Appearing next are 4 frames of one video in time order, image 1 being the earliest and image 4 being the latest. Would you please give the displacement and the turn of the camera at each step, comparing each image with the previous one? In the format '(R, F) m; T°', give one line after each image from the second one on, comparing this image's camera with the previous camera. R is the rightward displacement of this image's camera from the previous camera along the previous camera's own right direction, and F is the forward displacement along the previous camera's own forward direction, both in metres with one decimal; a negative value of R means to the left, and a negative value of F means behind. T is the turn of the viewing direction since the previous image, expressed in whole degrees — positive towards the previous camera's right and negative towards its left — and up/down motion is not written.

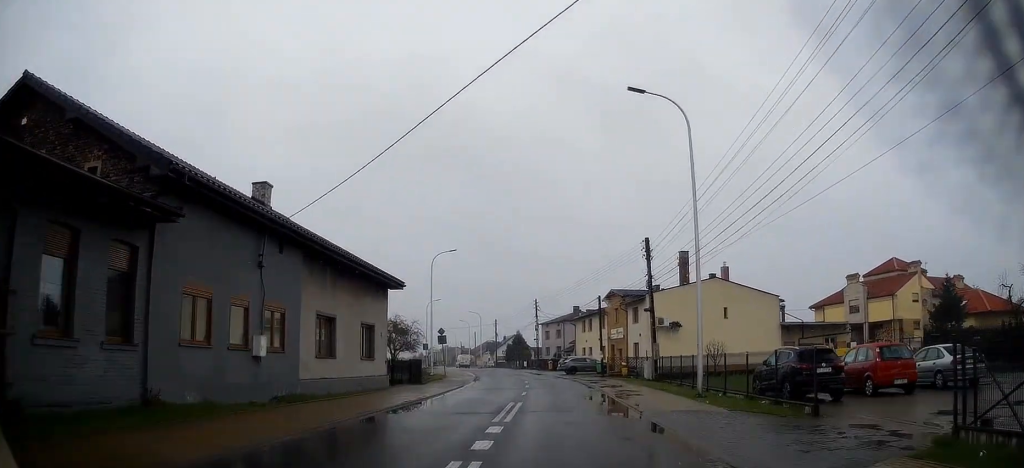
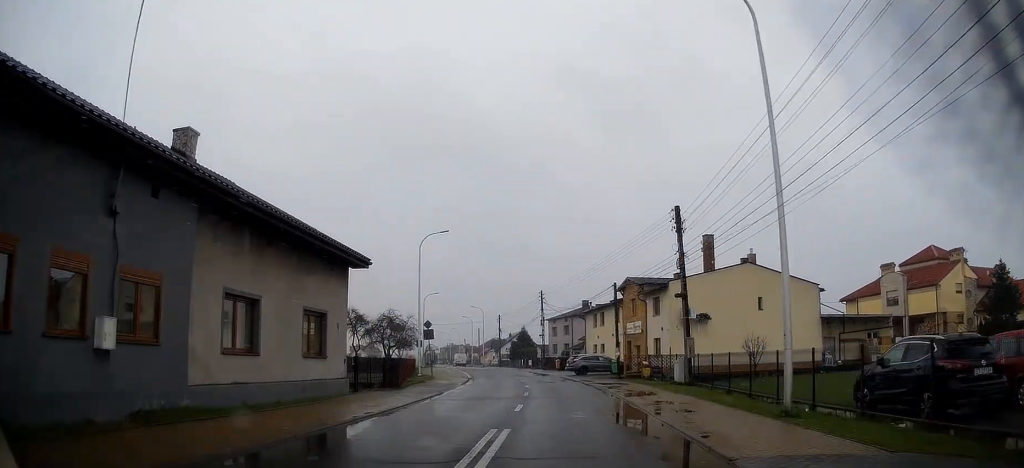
(+0.2, +6.3) m; 0°
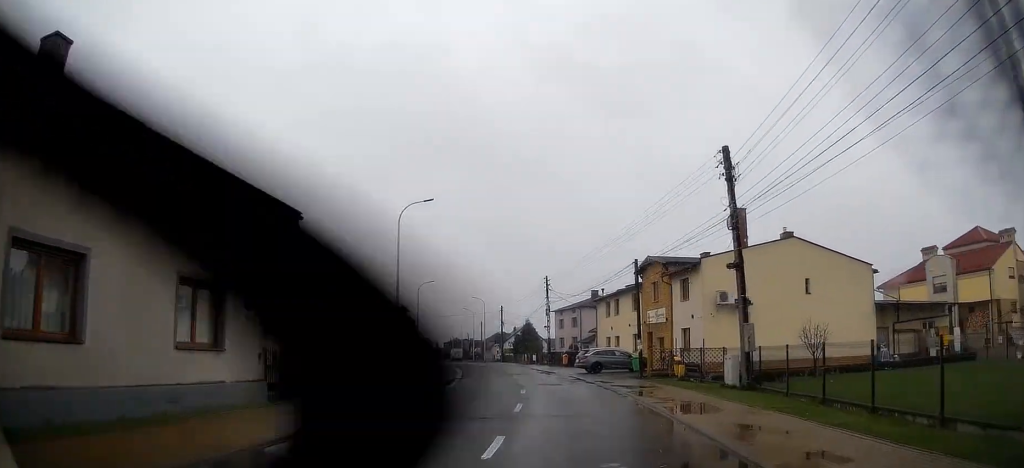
(-0.3, +7.1) m; -1°
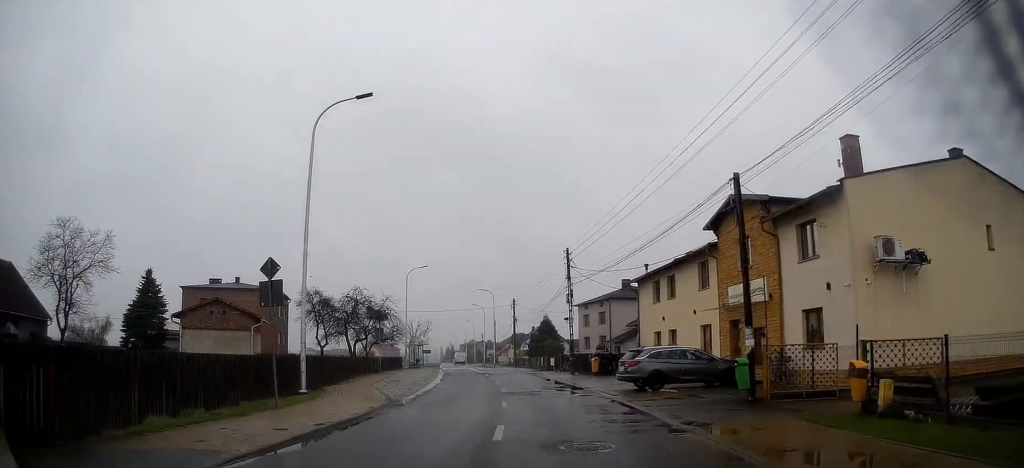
(0.0, +15.2) m; -2°
